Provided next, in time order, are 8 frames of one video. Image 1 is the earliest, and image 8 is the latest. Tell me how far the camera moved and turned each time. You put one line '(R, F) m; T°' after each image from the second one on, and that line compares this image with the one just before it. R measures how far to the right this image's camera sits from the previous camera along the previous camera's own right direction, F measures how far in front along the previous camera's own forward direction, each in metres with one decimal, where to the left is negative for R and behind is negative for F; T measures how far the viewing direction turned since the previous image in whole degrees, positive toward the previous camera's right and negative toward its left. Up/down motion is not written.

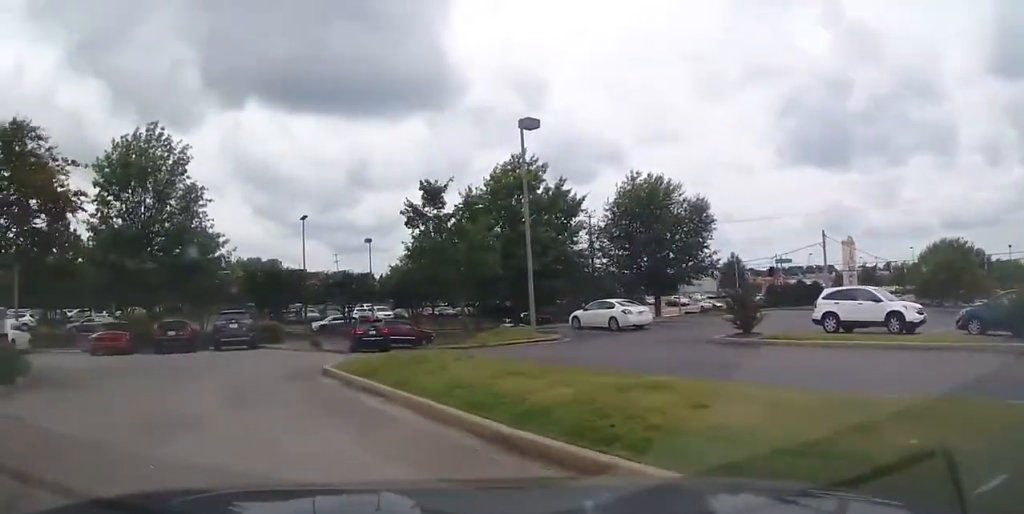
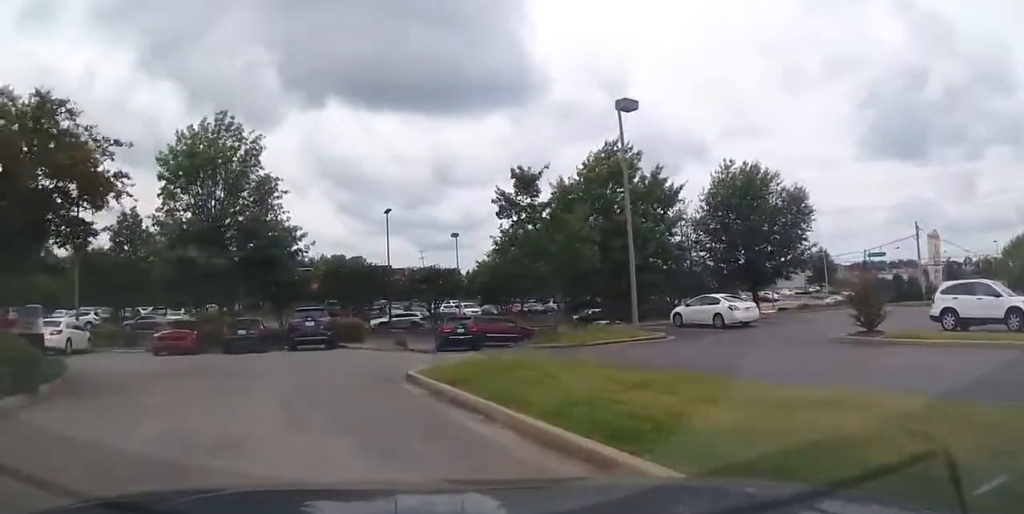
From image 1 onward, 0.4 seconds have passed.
(-0.1, +1.6) m; -11°
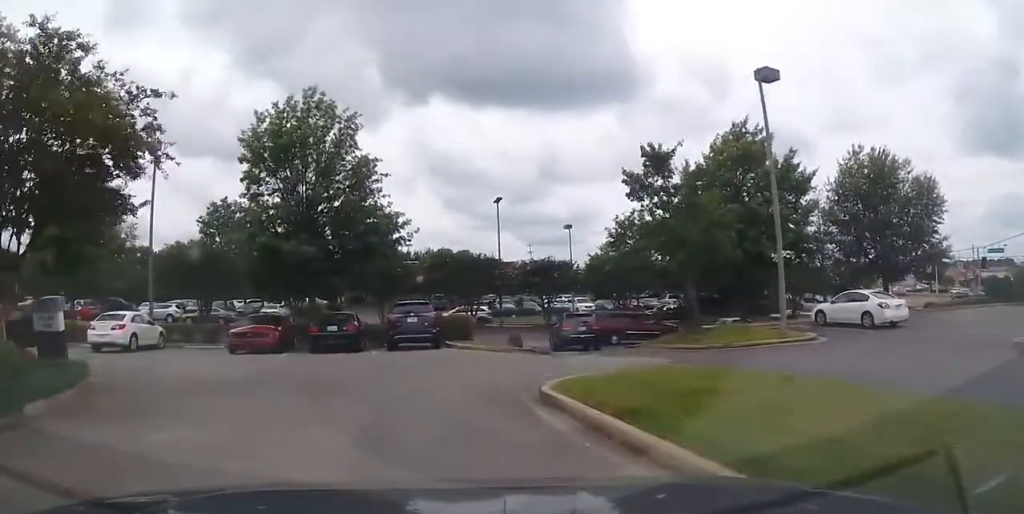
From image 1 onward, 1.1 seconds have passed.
(-0.7, +2.6) m; -9°
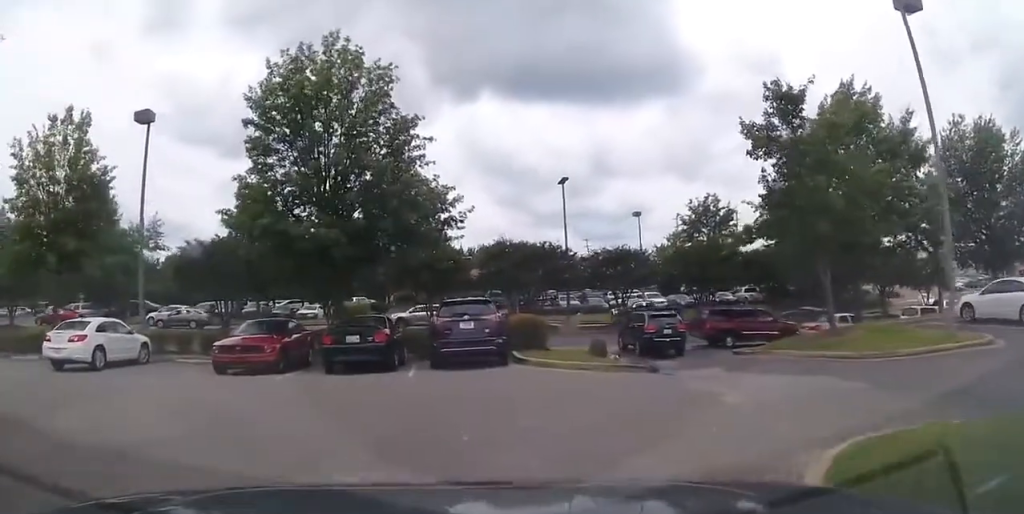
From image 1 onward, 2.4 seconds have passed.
(-0.2, +5.8) m; -10°
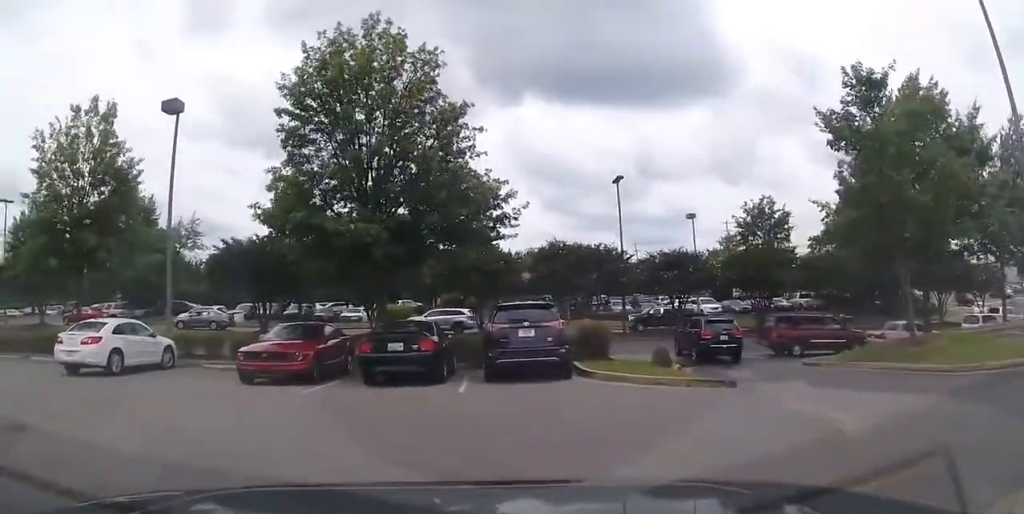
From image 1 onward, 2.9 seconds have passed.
(-0.1, +1.7) m; -8°
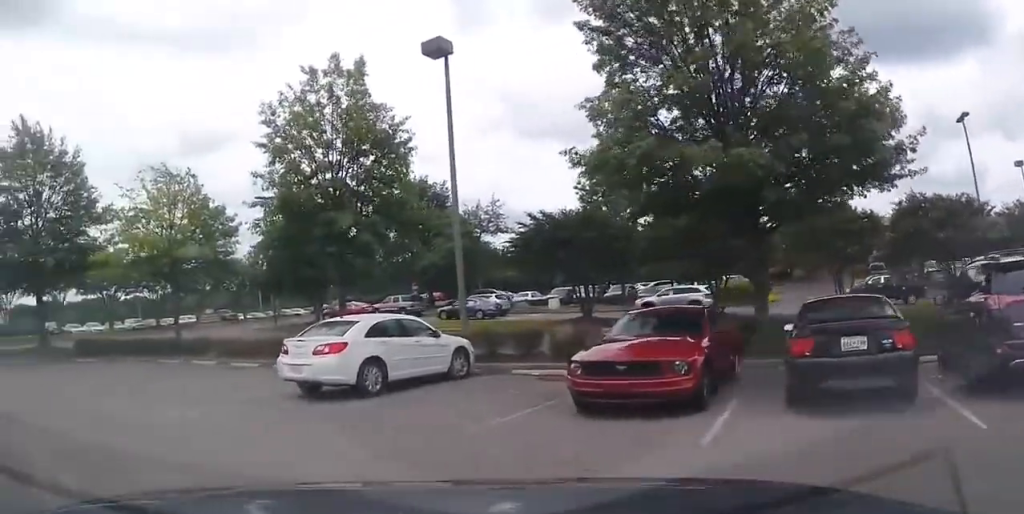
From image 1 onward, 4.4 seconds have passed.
(-1.2, +4.9) m; -25°
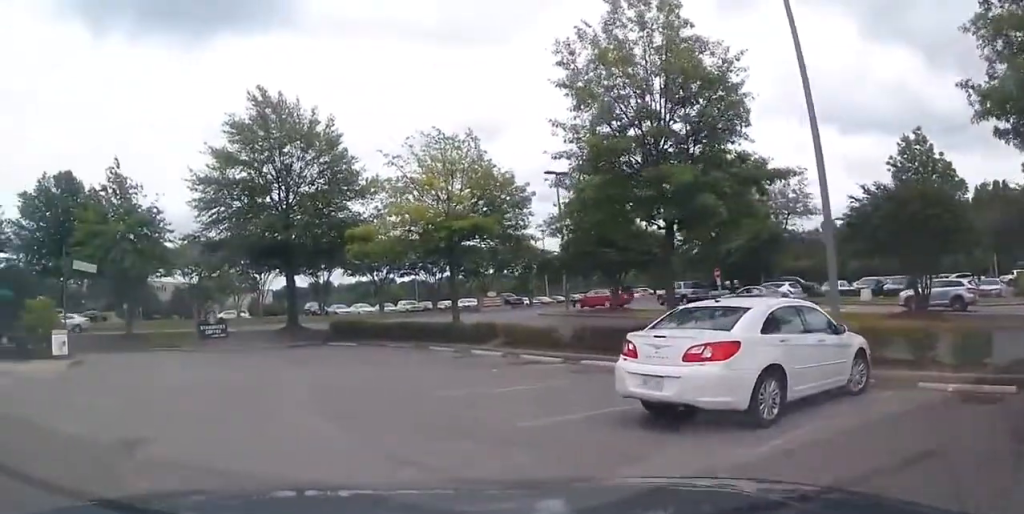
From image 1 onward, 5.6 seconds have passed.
(-0.5, +3.4) m; -22°
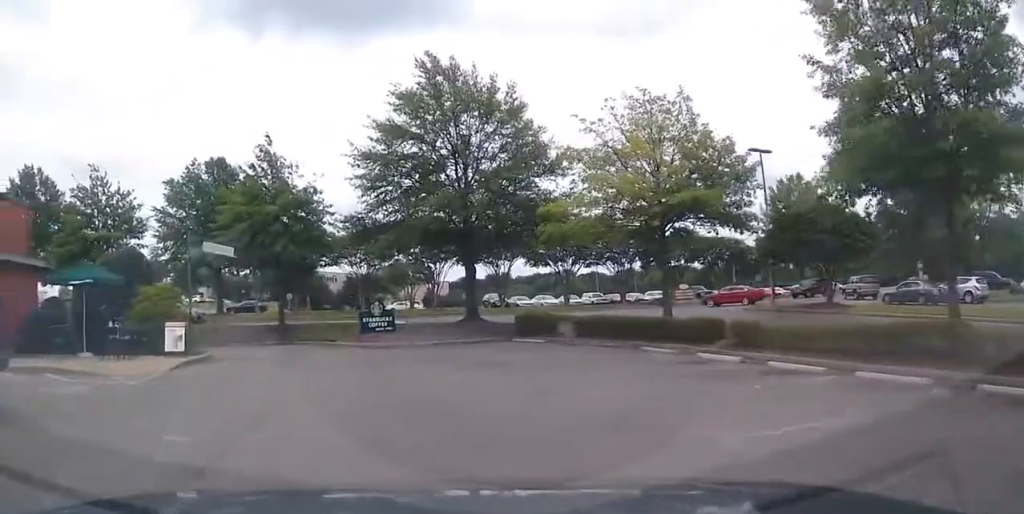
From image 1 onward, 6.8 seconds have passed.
(-0.8, +3.3) m; -20°
